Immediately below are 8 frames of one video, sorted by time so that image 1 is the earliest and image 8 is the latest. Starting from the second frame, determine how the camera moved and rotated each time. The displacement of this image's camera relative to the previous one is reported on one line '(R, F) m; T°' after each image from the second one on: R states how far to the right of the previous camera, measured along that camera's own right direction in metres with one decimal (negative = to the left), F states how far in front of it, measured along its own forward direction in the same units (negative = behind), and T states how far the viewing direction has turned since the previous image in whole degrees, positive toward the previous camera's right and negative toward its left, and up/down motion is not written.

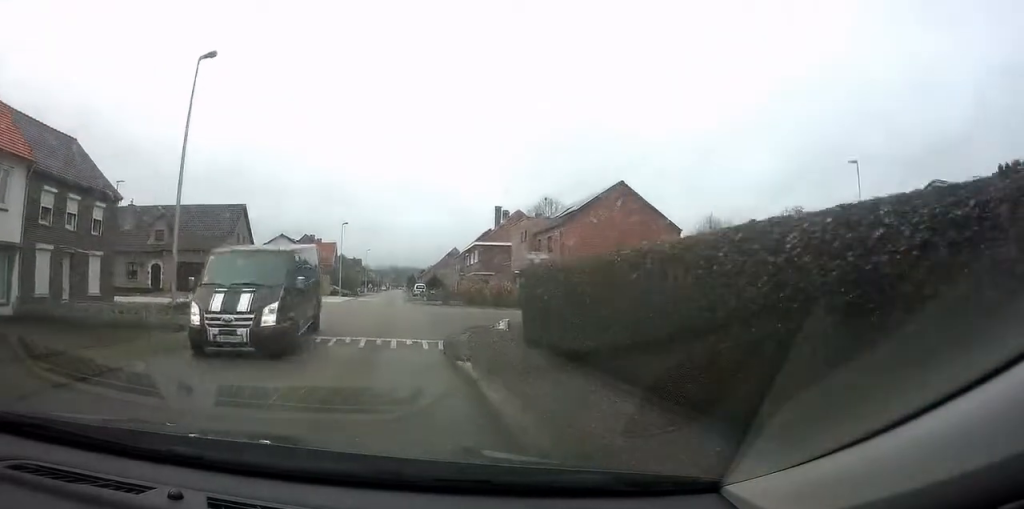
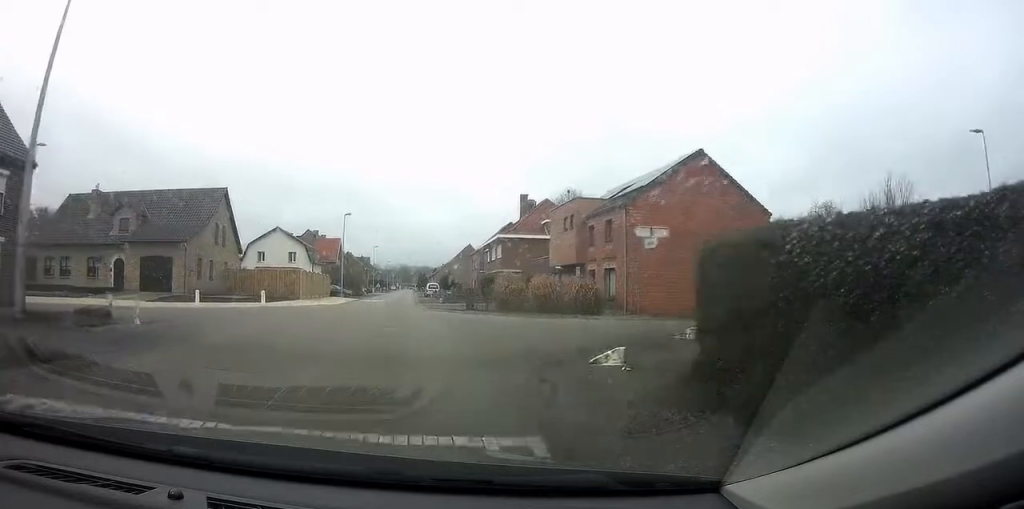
(-0.3, +8.7) m; -5°
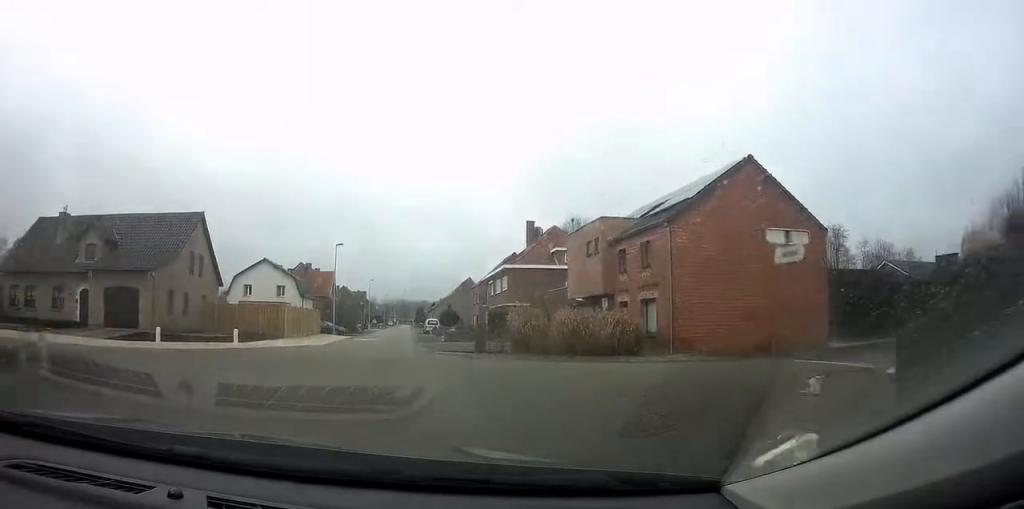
(-0.3, +5.0) m; -1°
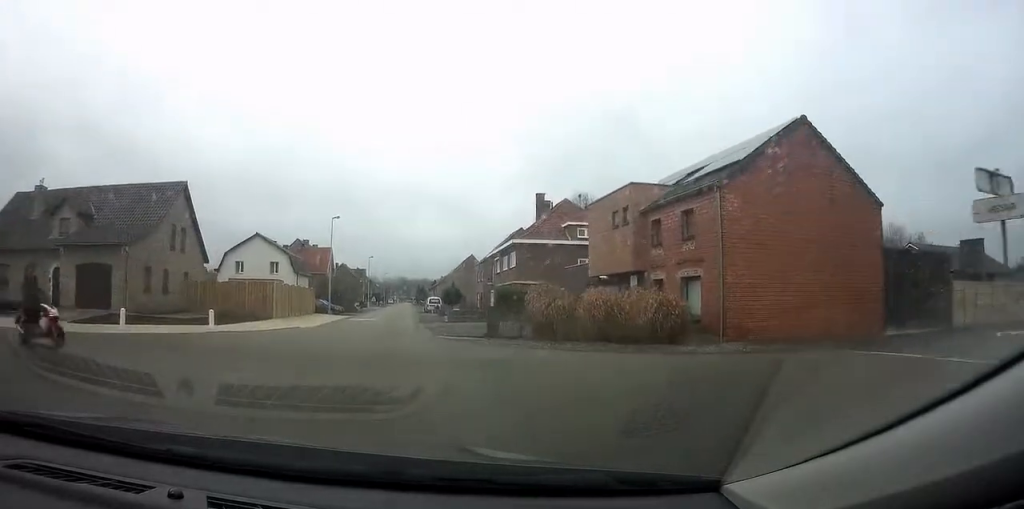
(+0.1, +3.5) m; +5°
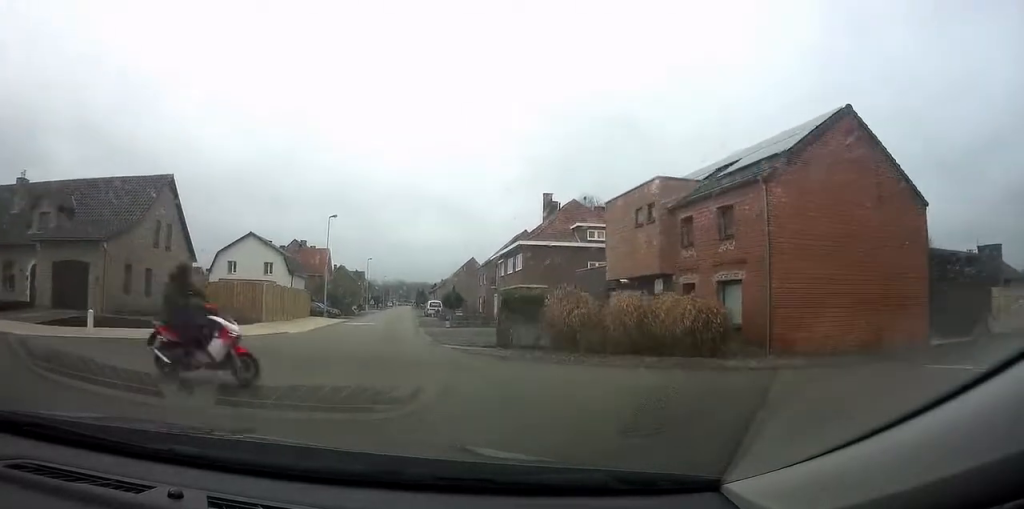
(+0.1, +2.6) m; +2°
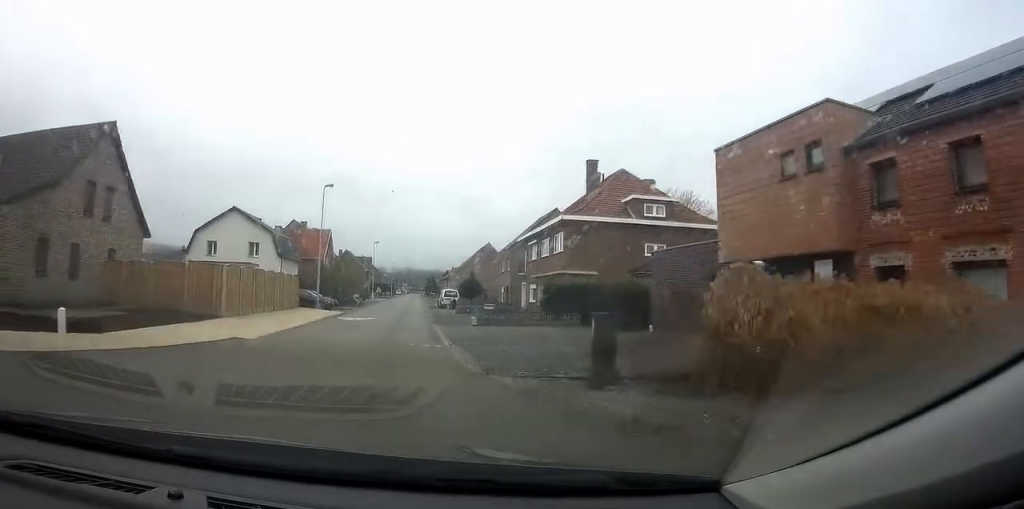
(-0.1, +7.6) m; -2°
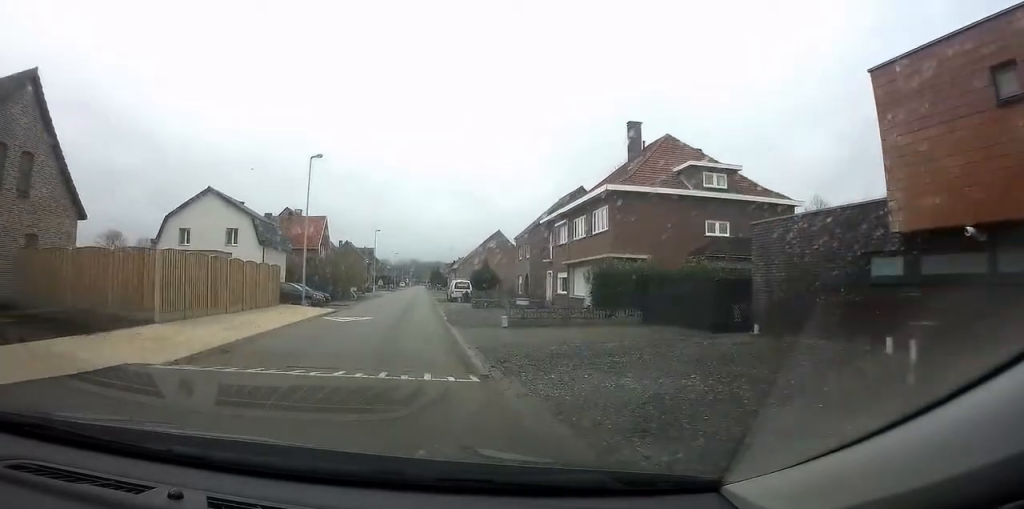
(+0.1, +6.6) m; +2°
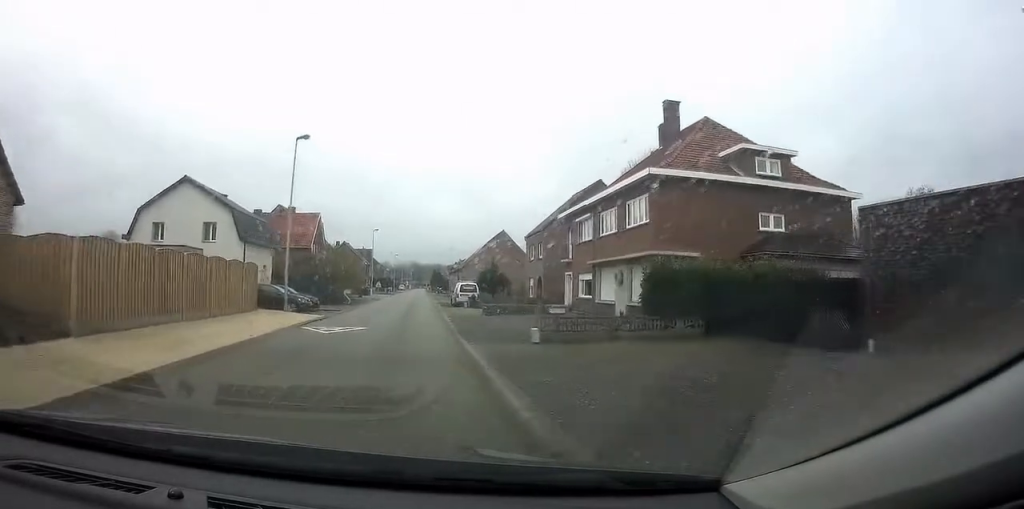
(+0.2, +4.5) m; 0°
